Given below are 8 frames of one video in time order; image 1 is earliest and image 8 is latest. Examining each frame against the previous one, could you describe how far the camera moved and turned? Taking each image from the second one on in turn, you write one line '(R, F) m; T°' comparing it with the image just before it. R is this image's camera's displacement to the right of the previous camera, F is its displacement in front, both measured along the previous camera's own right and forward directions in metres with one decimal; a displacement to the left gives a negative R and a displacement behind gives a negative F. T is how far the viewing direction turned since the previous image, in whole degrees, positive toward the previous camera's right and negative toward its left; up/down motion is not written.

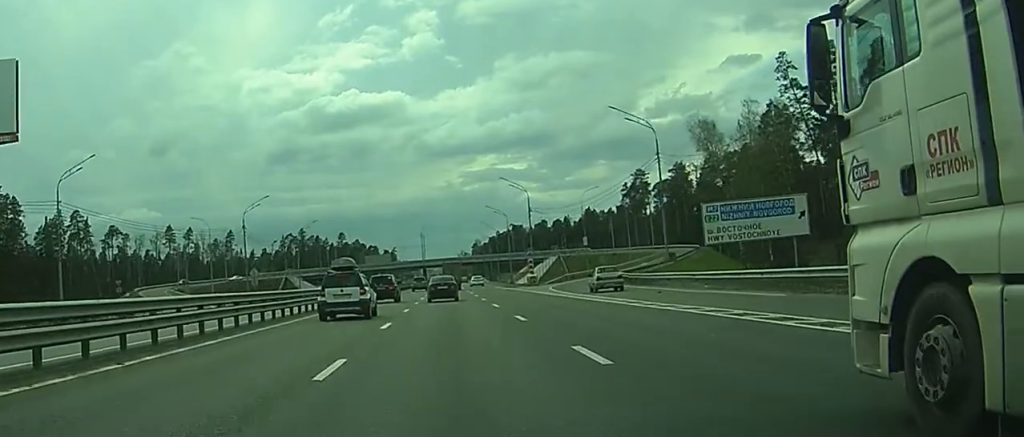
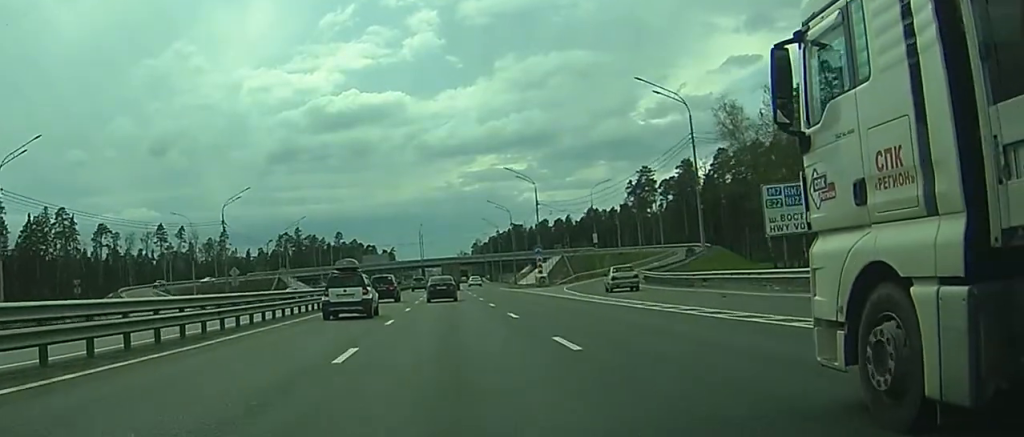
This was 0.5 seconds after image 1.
(+0.2, +9.6) m; +1°
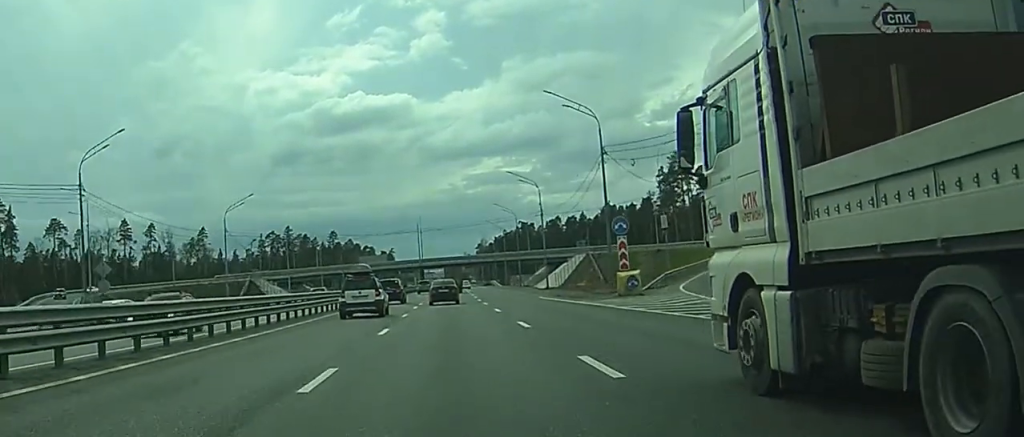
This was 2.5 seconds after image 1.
(+0.6, +38.3) m; 0°
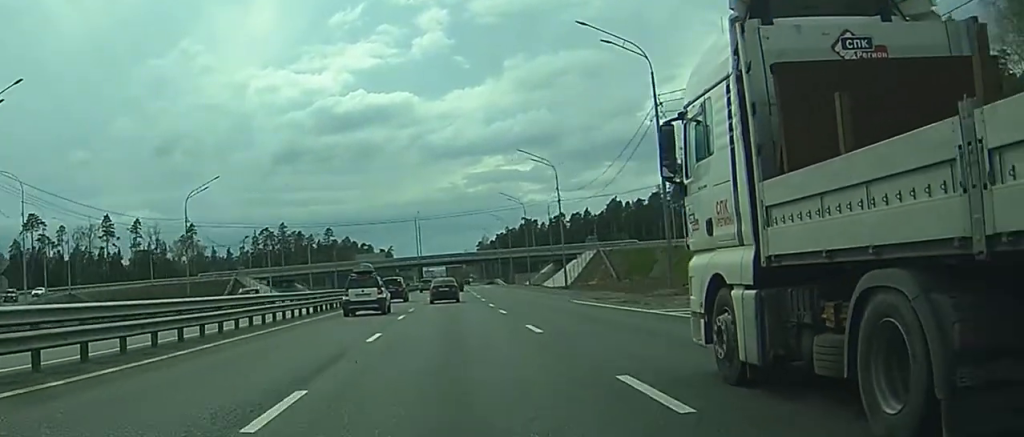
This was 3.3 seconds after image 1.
(0.0, +14.3) m; 0°
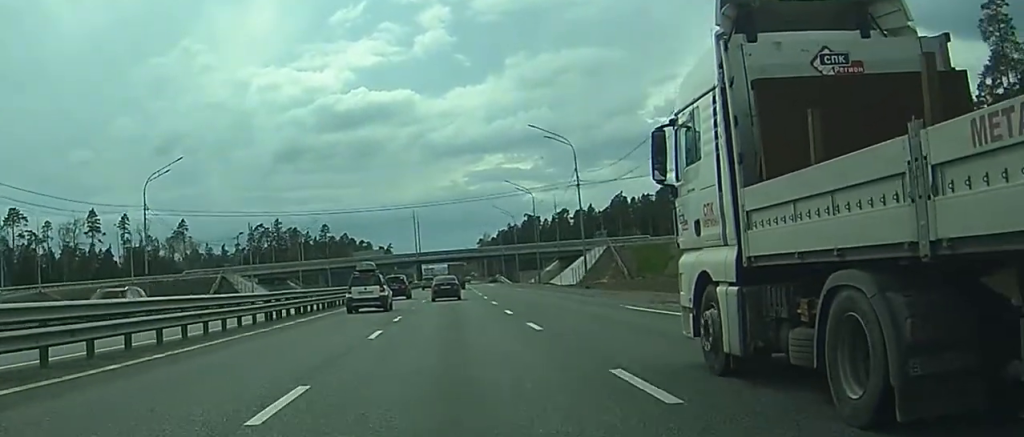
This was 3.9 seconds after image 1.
(0.0, +11.2) m; 0°
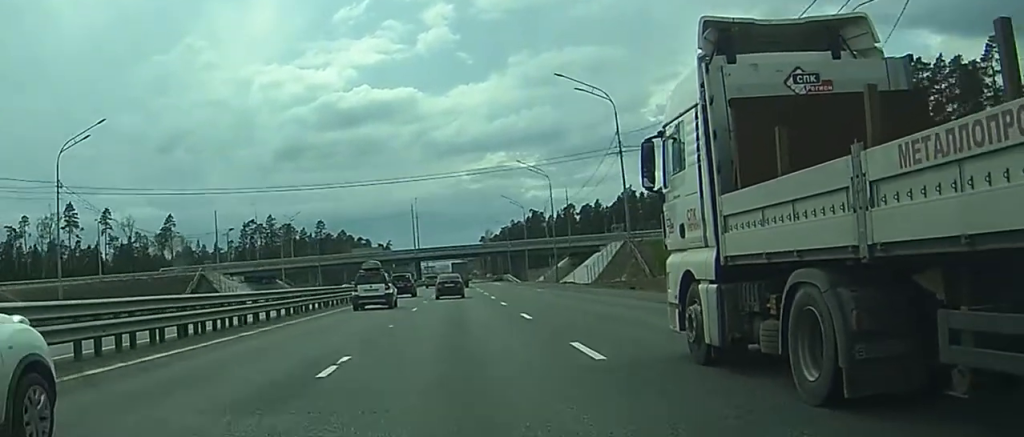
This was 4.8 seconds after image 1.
(0.0, +16.3) m; 0°
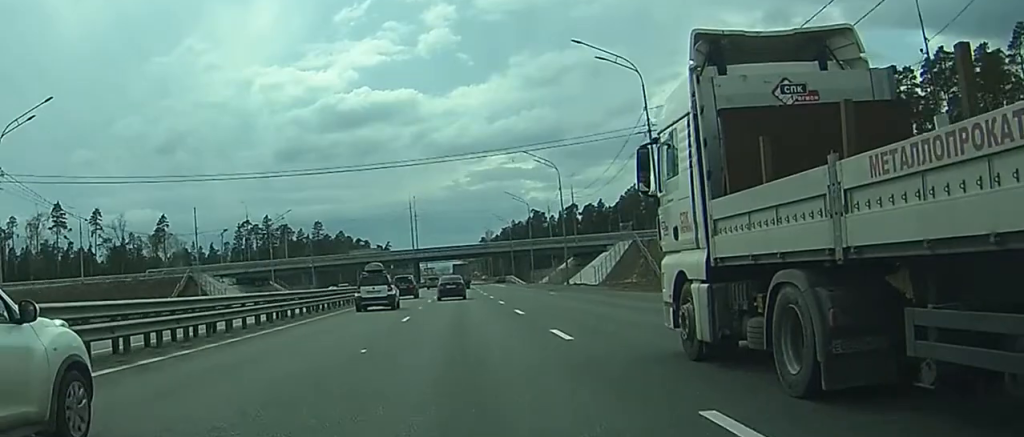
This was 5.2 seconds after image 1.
(+0.1, +7.6) m; 0°
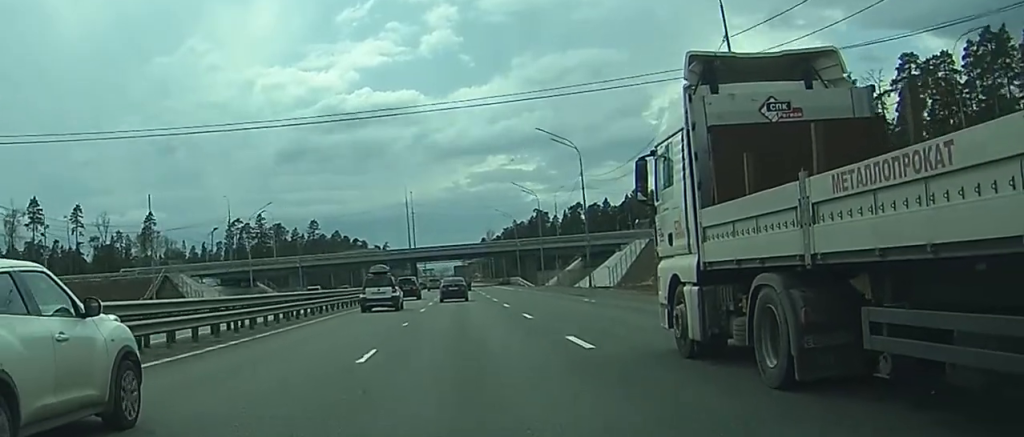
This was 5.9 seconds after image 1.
(-0.1, +13.6) m; -1°
